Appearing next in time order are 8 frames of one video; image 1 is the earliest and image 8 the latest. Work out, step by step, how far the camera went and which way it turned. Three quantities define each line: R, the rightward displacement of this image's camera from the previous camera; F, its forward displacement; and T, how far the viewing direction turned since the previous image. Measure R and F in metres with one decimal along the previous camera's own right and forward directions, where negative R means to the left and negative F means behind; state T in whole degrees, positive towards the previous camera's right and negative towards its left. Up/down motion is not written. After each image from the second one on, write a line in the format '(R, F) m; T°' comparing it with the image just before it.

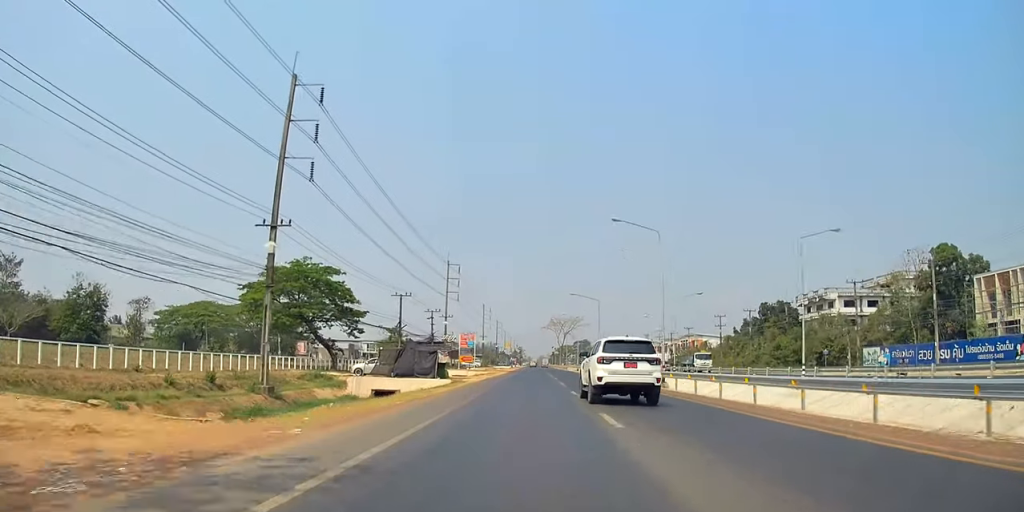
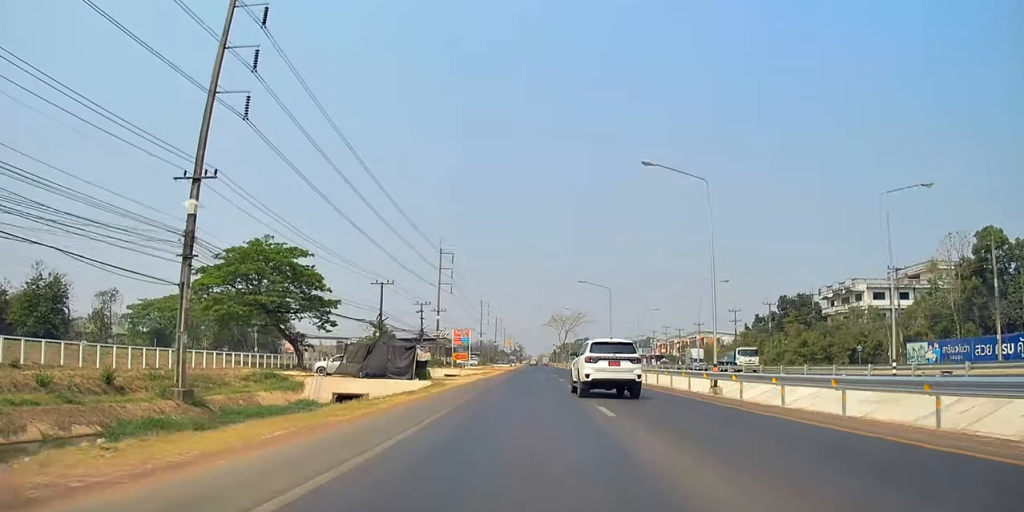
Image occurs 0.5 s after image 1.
(+0.1, +10.7) m; 0°
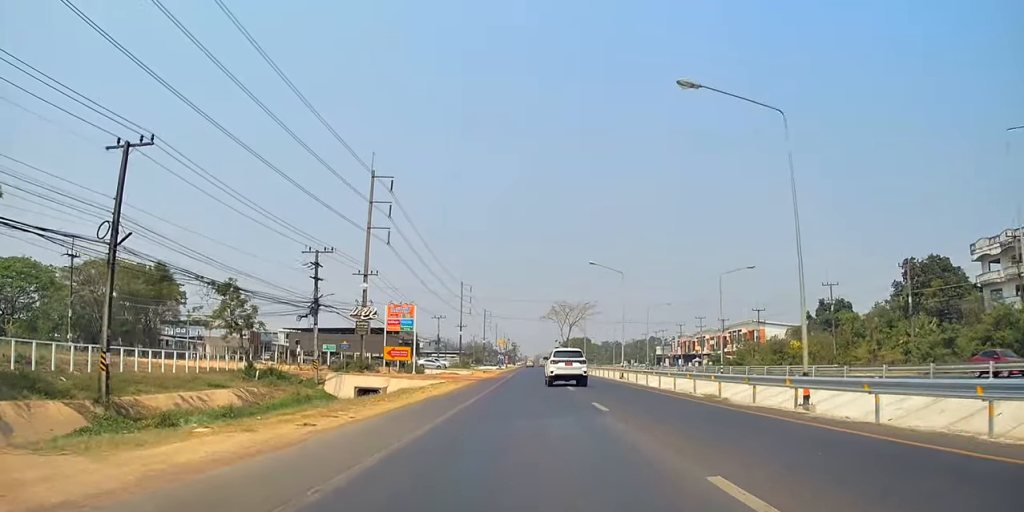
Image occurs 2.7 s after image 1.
(0.0, +47.2) m; 0°
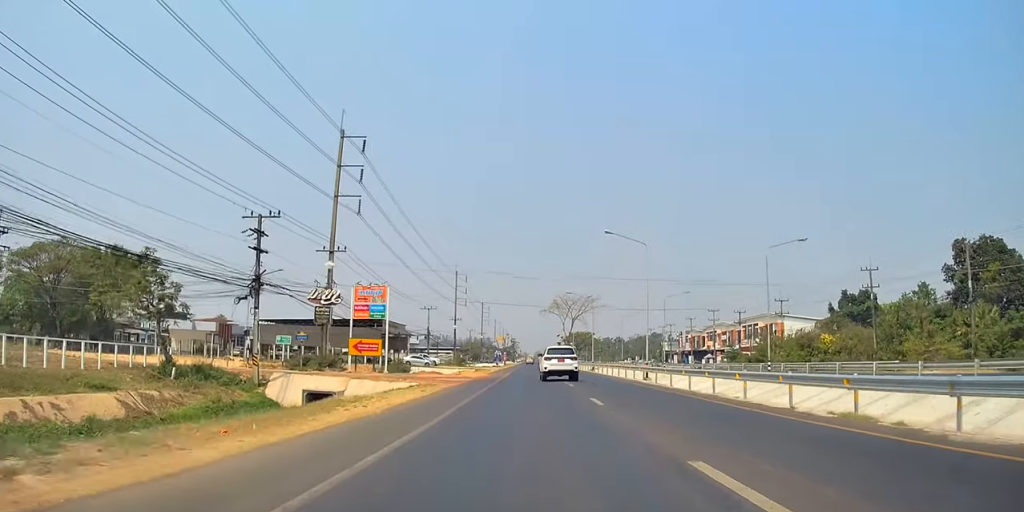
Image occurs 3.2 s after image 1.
(0.0, +11.7) m; 0°
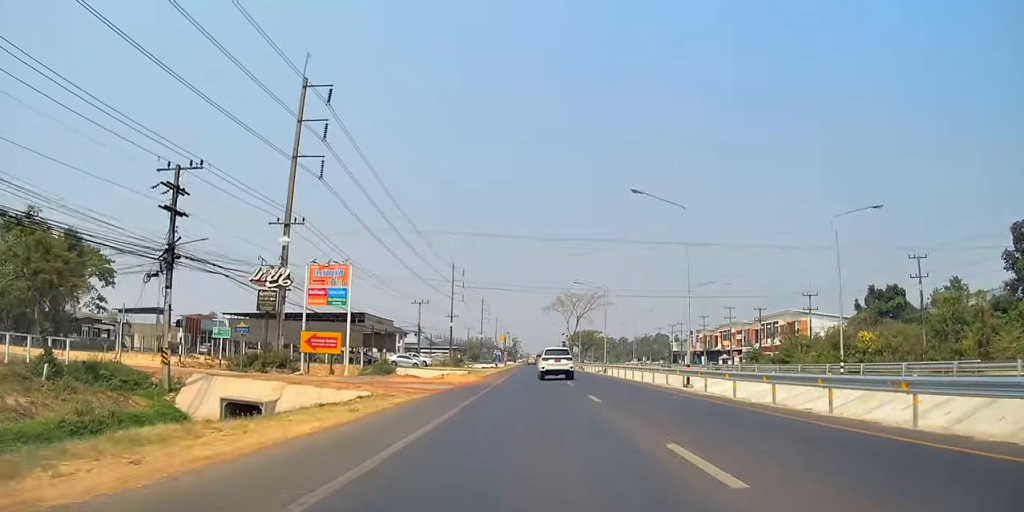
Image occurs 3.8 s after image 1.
(-0.1, +10.6) m; 0°
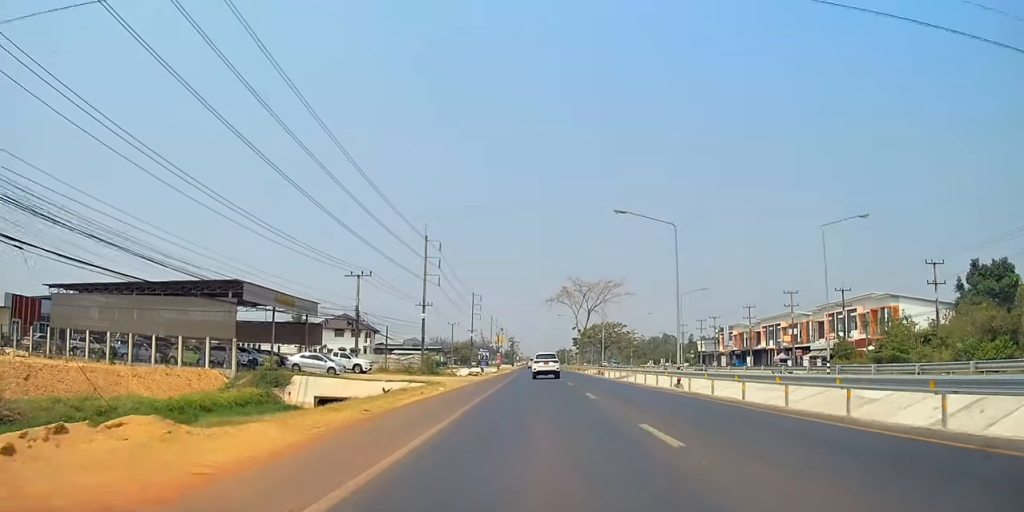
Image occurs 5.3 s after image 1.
(-0.3, +32.7) m; 0°
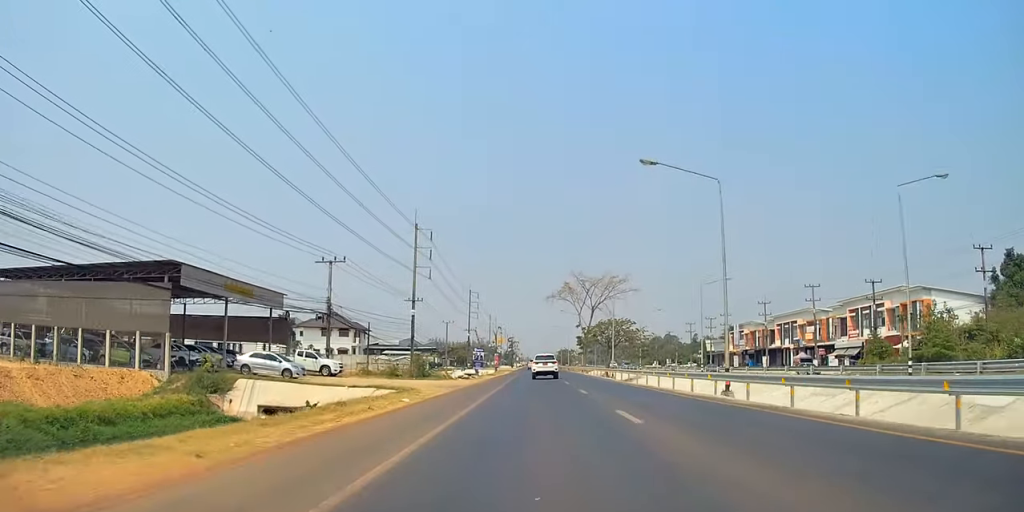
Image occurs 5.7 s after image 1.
(0.0, +9.3) m; 0°
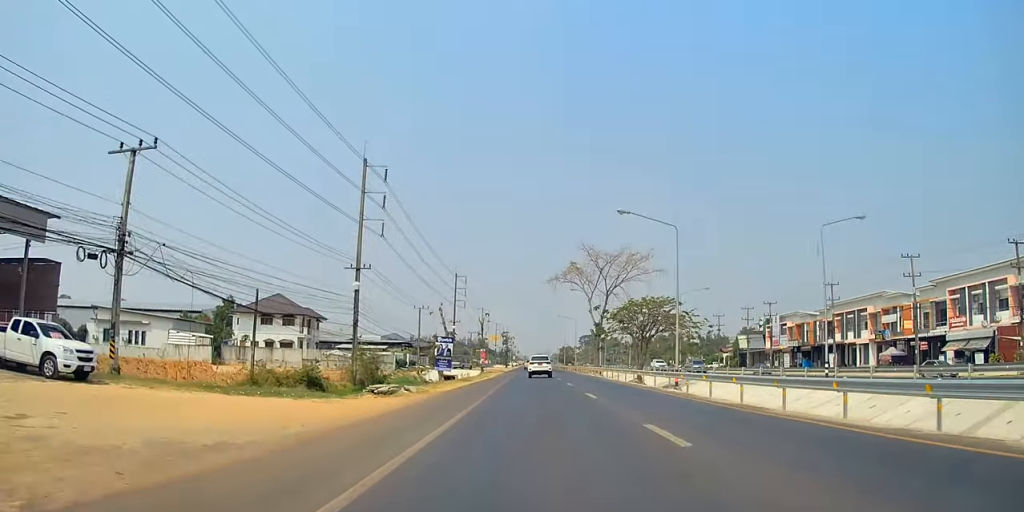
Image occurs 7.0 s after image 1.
(+0.2, +28.2) m; 0°
